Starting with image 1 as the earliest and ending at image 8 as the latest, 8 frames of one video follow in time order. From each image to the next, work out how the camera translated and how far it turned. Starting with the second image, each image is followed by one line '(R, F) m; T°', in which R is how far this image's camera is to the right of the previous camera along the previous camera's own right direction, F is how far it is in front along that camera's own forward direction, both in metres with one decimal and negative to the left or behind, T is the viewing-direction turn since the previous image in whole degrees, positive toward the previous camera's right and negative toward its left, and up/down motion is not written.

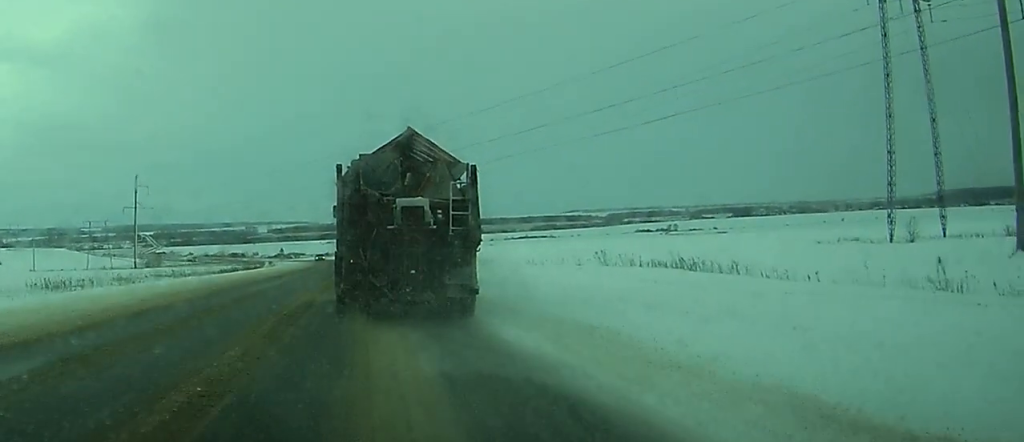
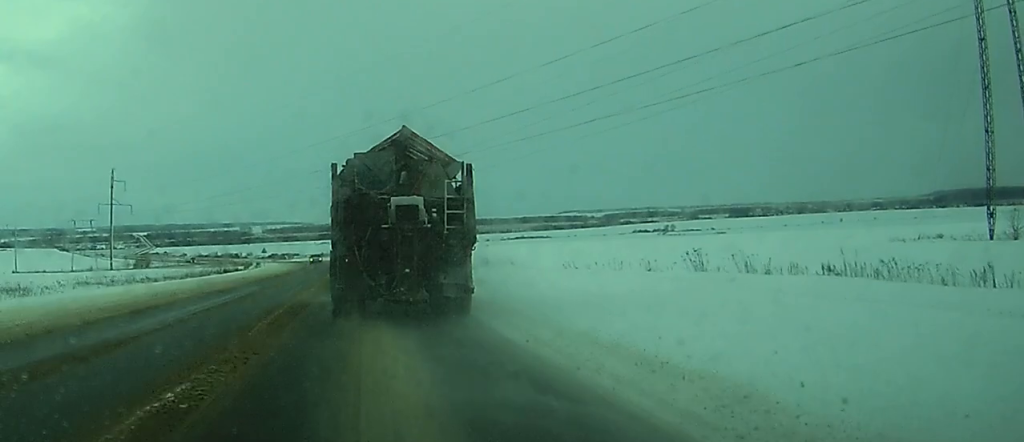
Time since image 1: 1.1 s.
(+0.1, +16.5) m; +1°
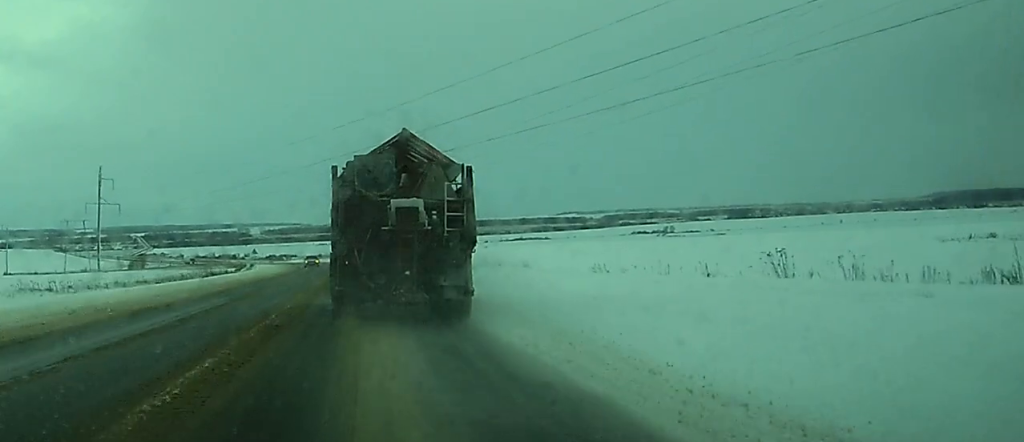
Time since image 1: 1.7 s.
(0.0, +8.3) m; 0°
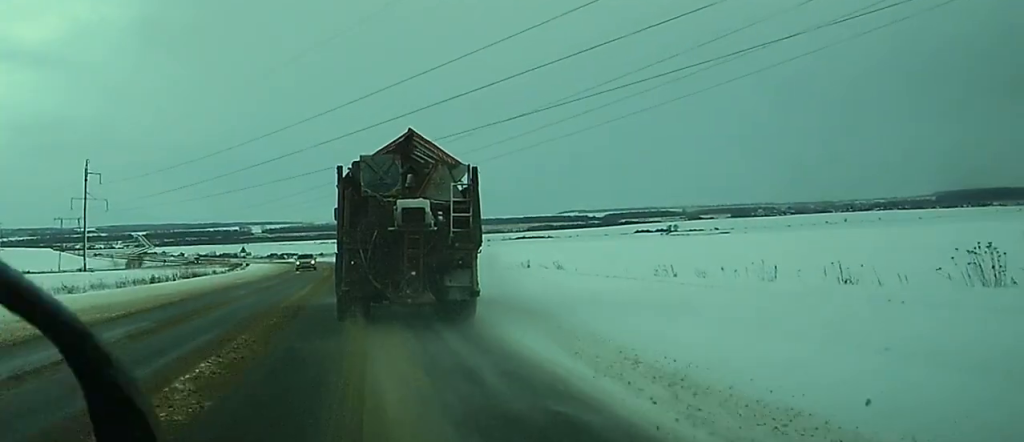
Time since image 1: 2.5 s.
(+0.1, +11.1) m; 0°
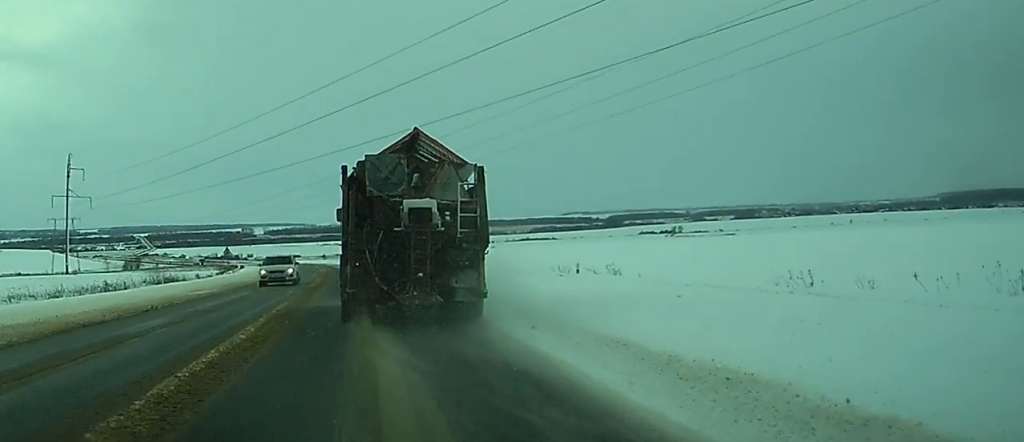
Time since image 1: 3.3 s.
(0.0, +12.6) m; 0°
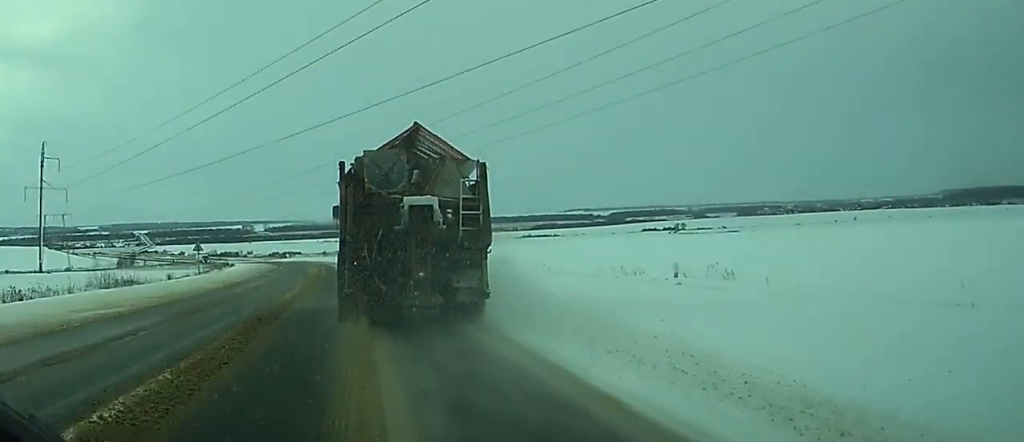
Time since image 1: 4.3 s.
(0.0, +14.1) m; 0°
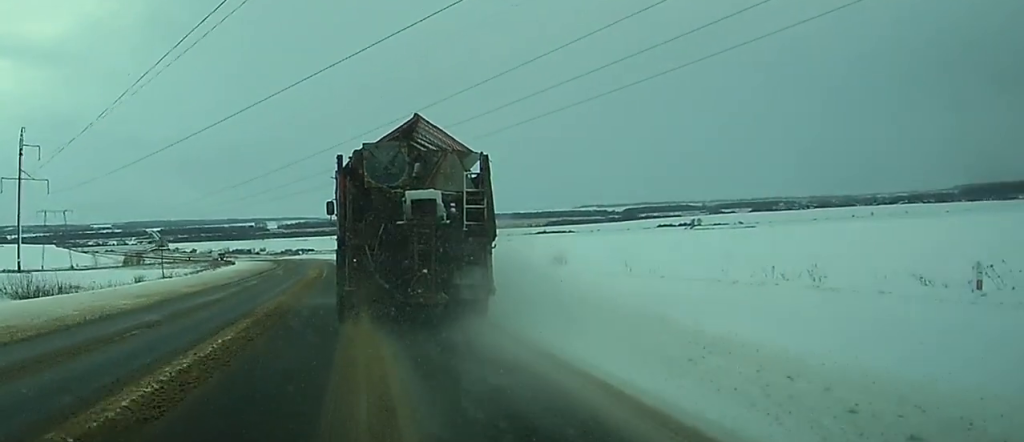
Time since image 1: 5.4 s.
(-0.1, +15.7) m; -1°
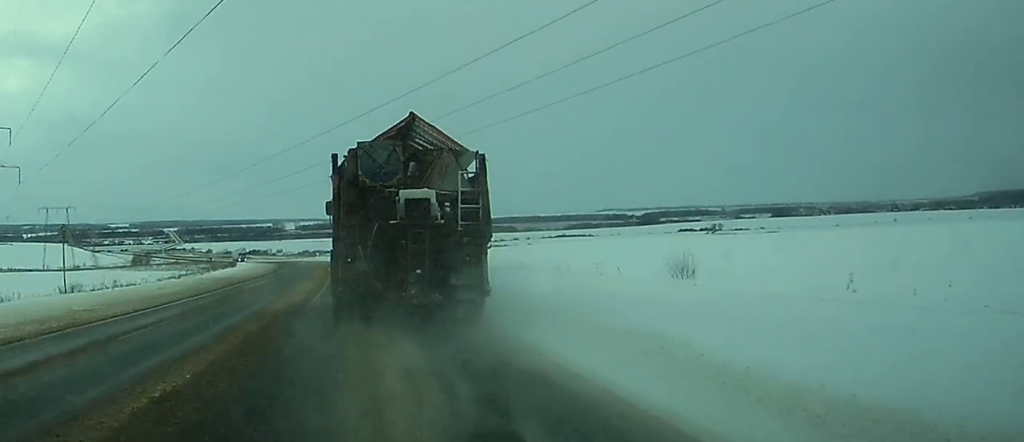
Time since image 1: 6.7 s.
(-0.3, +19.9) m; -1°
